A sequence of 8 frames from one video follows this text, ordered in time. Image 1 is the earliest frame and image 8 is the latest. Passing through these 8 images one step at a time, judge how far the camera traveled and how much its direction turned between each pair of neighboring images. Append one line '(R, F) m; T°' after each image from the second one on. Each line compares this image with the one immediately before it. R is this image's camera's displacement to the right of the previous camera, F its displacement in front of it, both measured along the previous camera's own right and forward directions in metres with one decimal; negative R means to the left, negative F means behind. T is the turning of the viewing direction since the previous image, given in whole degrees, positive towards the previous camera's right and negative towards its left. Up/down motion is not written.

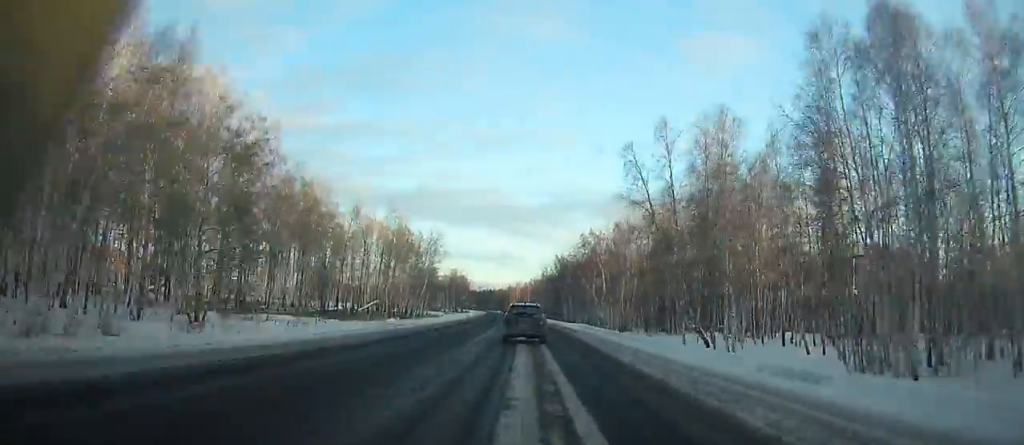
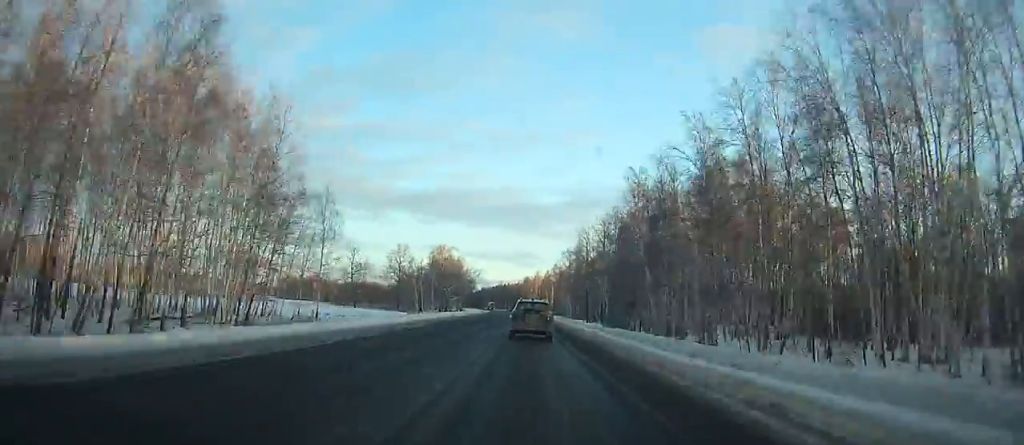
(-1.7, +90.0) m; -2°
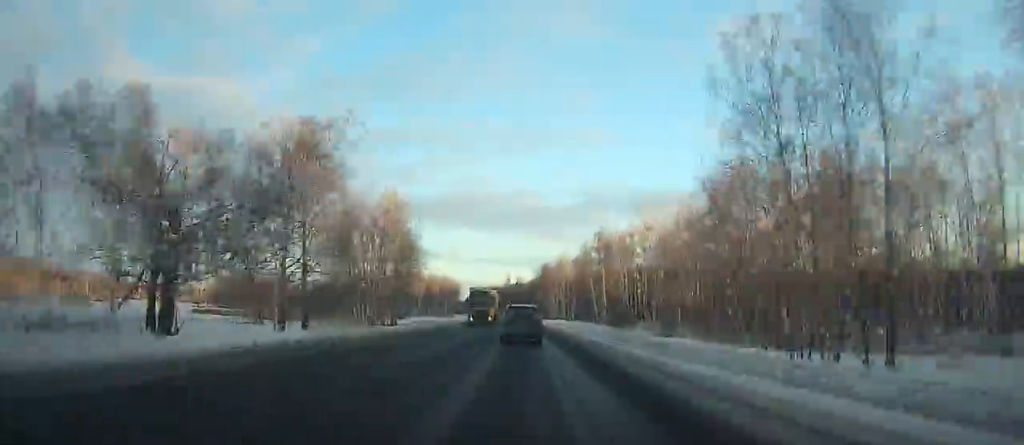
(-2.1, +116.5) m; -2°
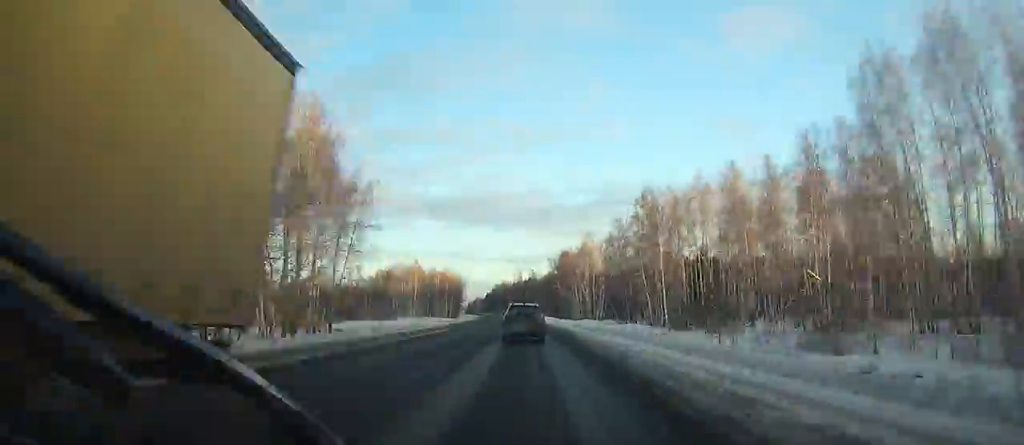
(-0.5, +38.6) m; -1°
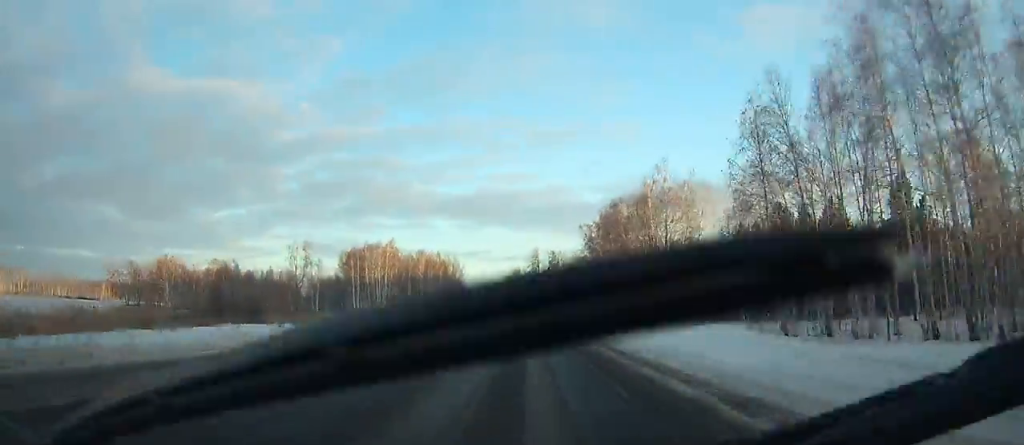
(-0.7, +63.4) m; -2°
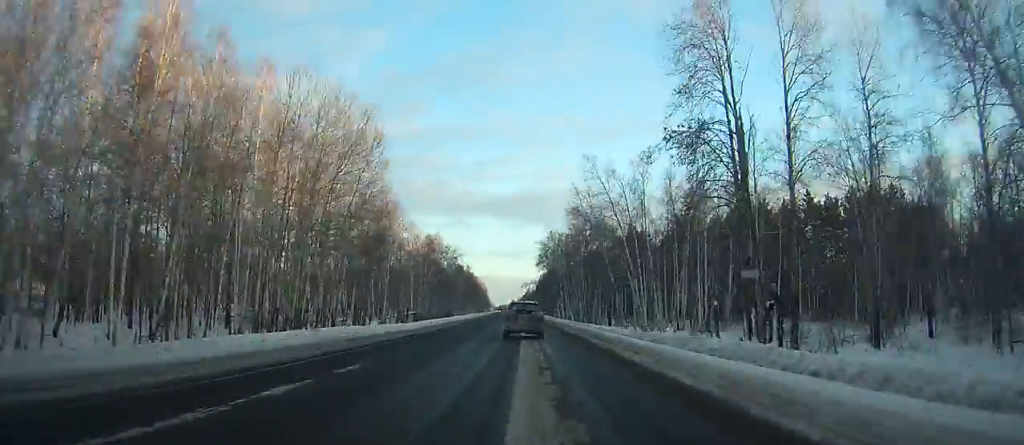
(-4.5, +145.9) m; -4°
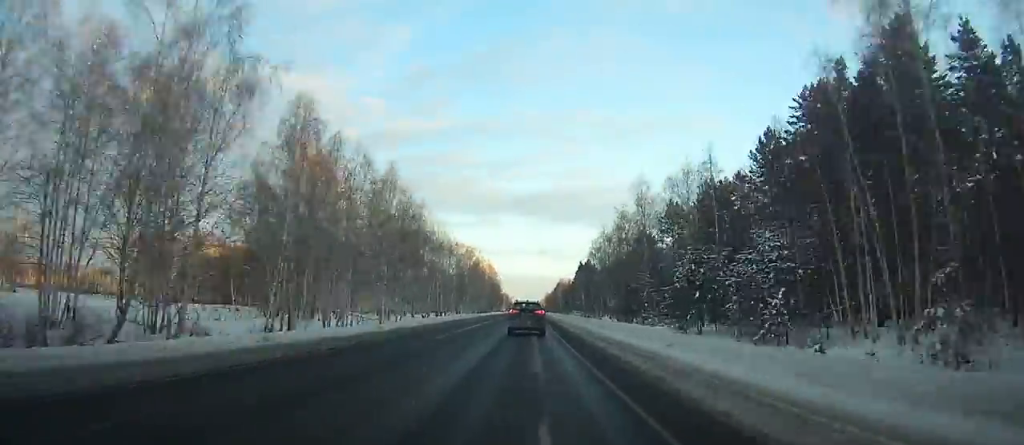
(-4.6, +143.2) m; -2°
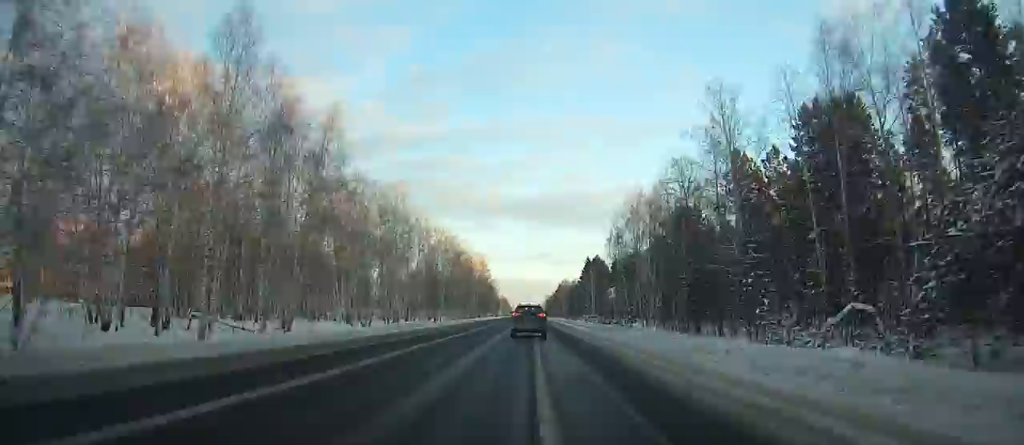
(-0.1, +36.2) m; 0°
